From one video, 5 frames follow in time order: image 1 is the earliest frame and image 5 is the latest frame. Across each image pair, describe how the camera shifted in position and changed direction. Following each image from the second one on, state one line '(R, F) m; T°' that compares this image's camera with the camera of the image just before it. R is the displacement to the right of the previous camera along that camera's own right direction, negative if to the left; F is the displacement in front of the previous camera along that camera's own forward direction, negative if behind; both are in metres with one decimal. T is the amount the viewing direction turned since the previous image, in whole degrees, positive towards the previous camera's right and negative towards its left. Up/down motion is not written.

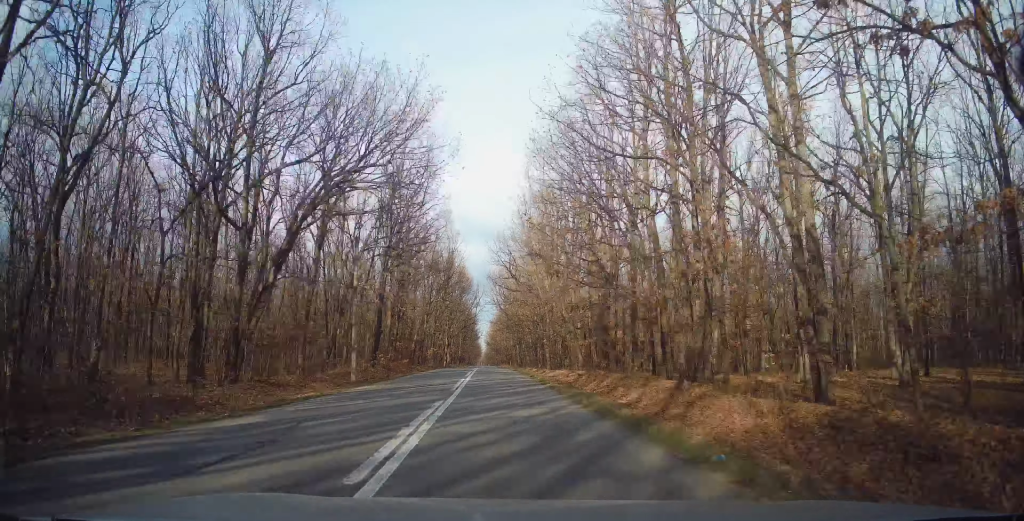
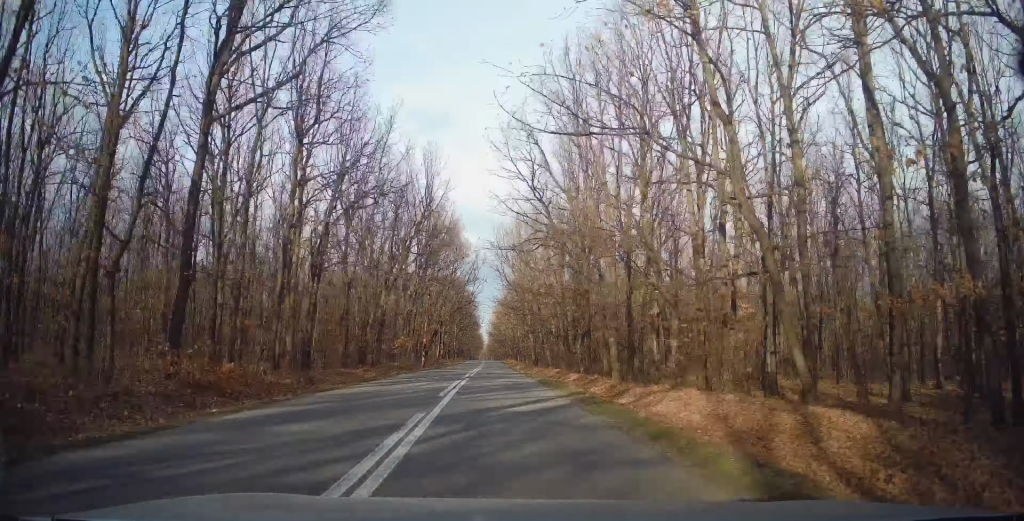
(-0.1, +24.1) m; 0°
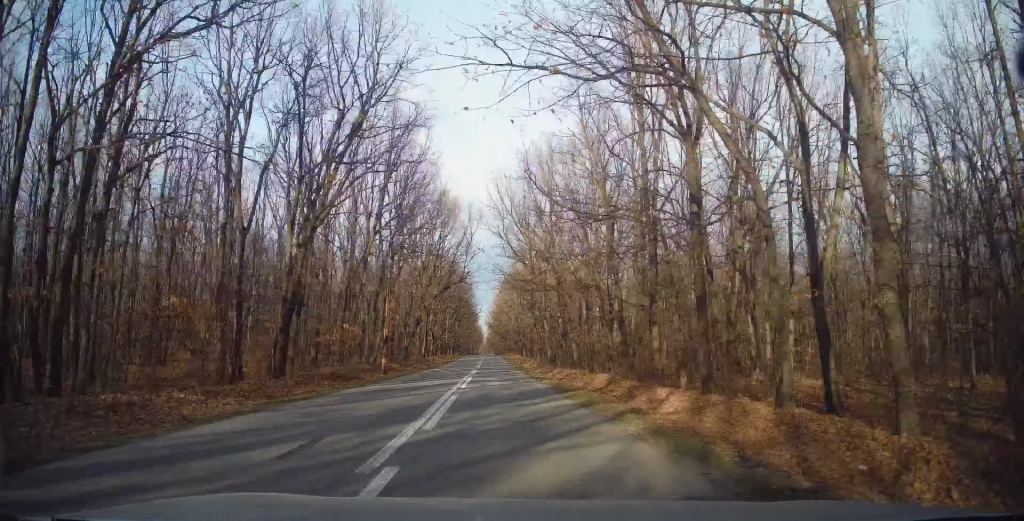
(+0.1, +17.2) m; 0°
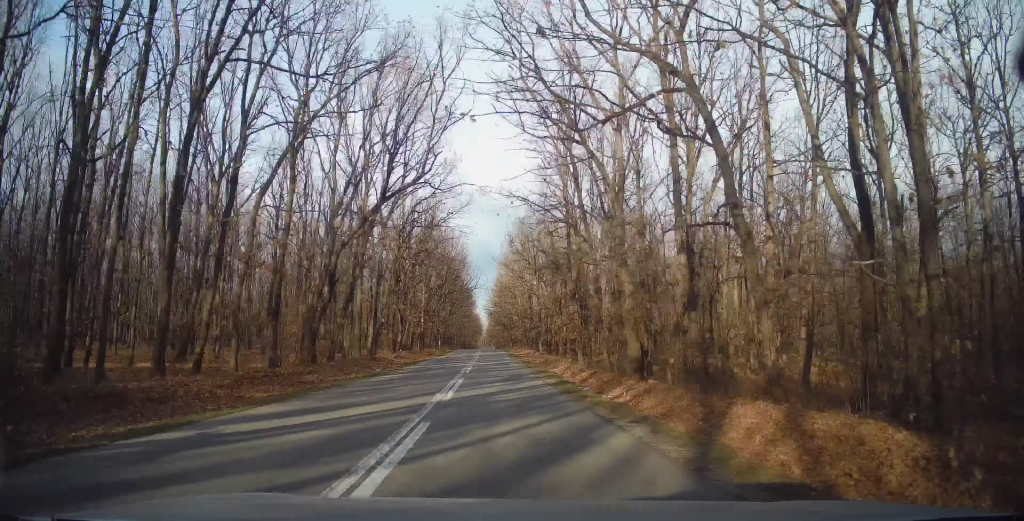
(0.0, +27.5) m; 0°
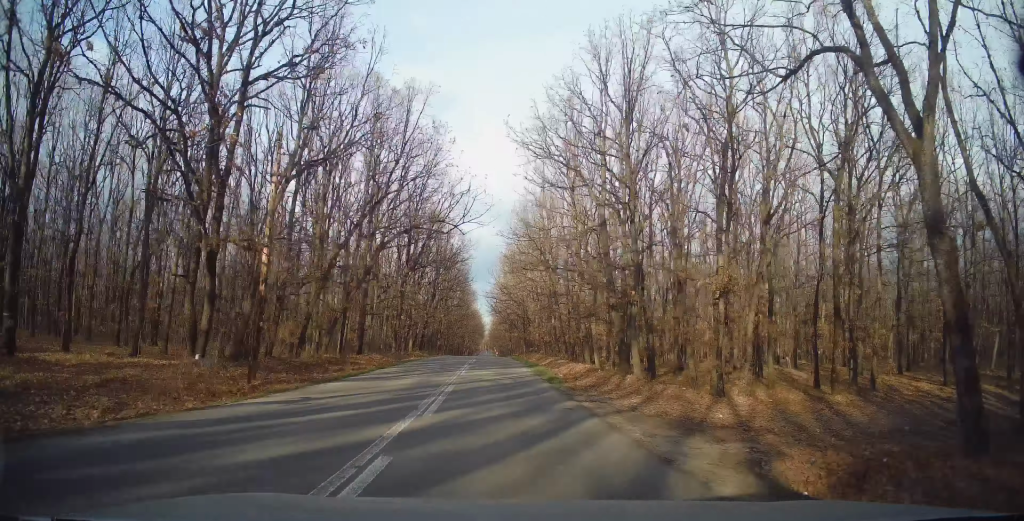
(0.0, +36.0) m; 0°
